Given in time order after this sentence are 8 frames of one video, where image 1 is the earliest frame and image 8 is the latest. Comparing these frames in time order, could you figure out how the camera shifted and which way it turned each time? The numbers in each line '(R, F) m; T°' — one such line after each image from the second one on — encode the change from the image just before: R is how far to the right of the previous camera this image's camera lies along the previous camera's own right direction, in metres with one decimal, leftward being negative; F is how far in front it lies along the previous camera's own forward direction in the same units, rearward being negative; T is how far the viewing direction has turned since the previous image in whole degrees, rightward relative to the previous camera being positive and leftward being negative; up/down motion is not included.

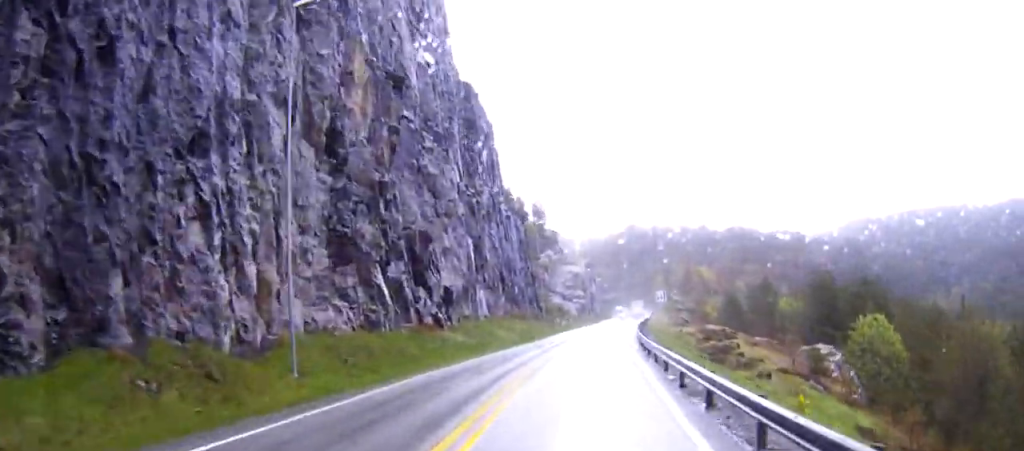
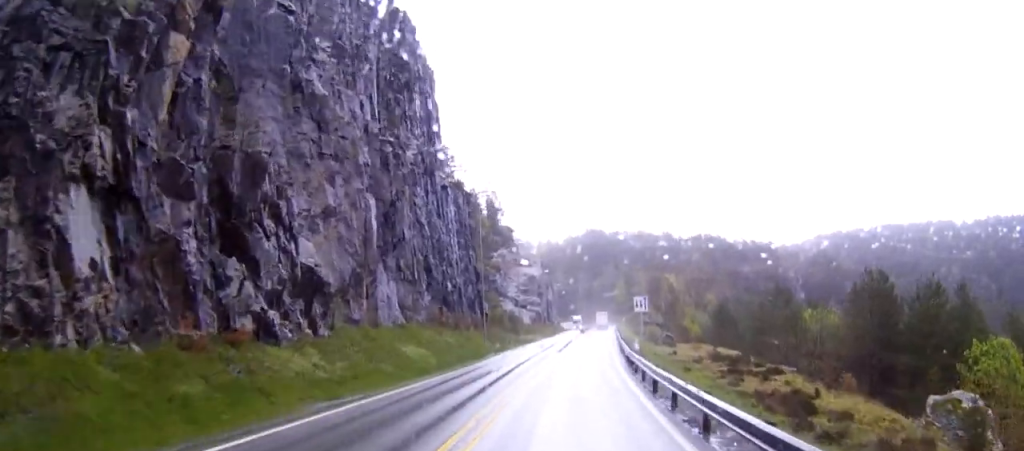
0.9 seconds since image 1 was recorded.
(+0.6, +20.9) m; +2°
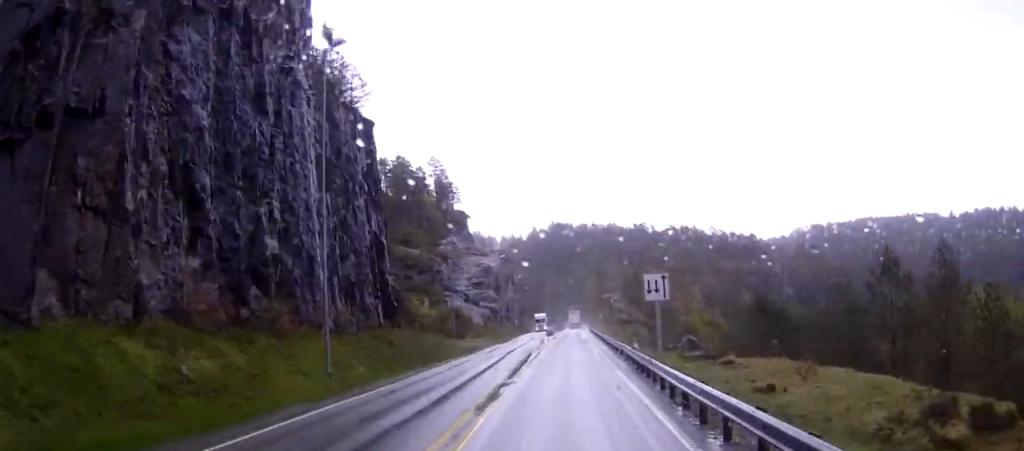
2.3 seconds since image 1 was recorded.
(+0.5, +31.8) m; +2°
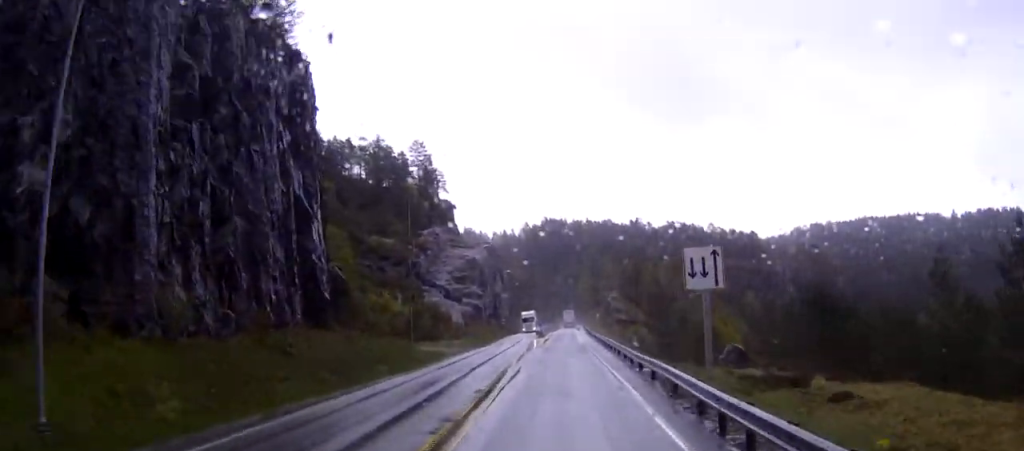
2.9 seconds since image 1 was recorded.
(+0.1, +14.8) m; 0°
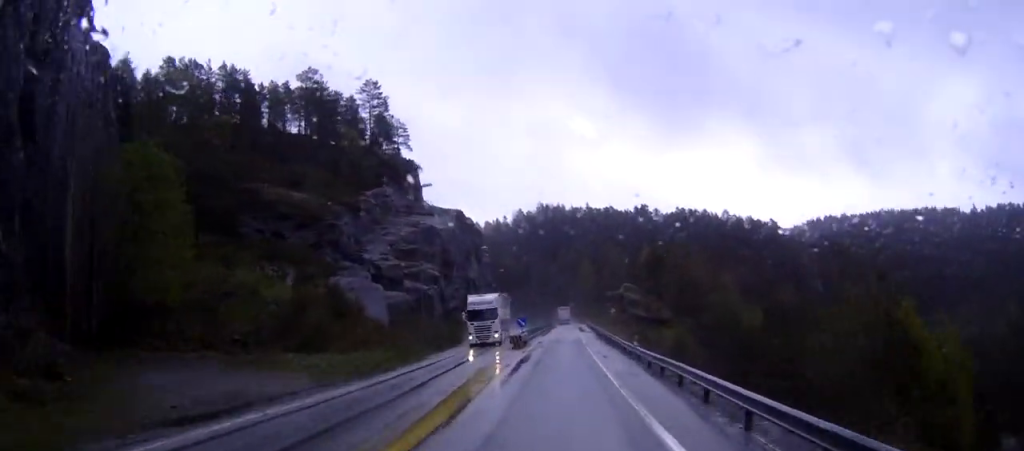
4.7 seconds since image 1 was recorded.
(-0.1, +42.3) m; 0°
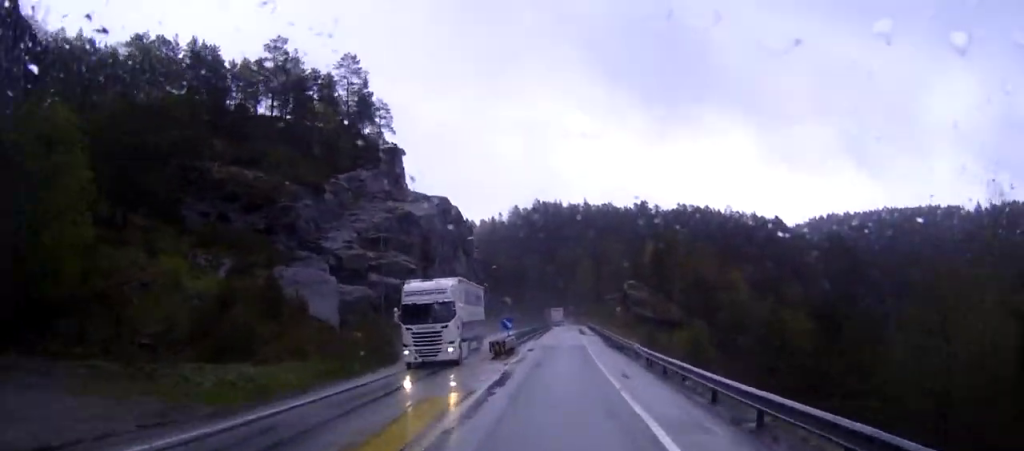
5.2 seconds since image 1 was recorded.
(+0.1, +12.3) m; +1°
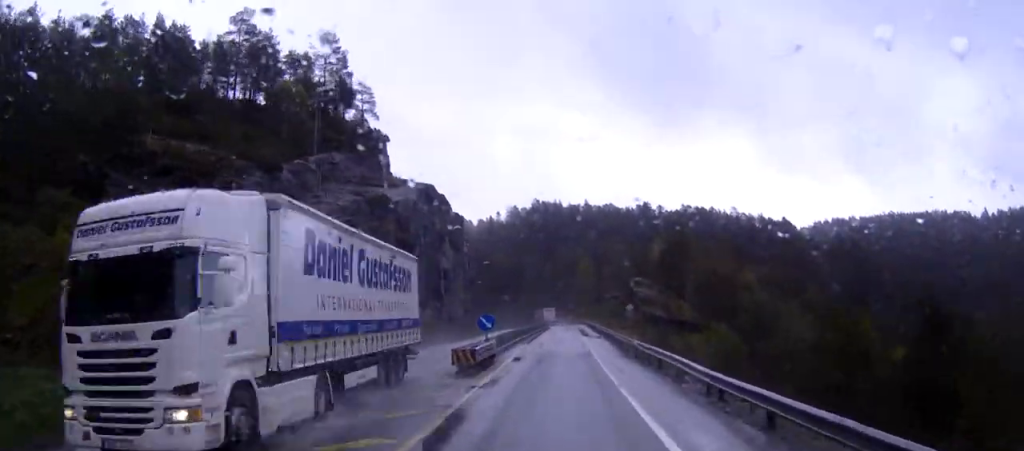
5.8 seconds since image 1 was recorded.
(0.0, +12.3) m; +1°
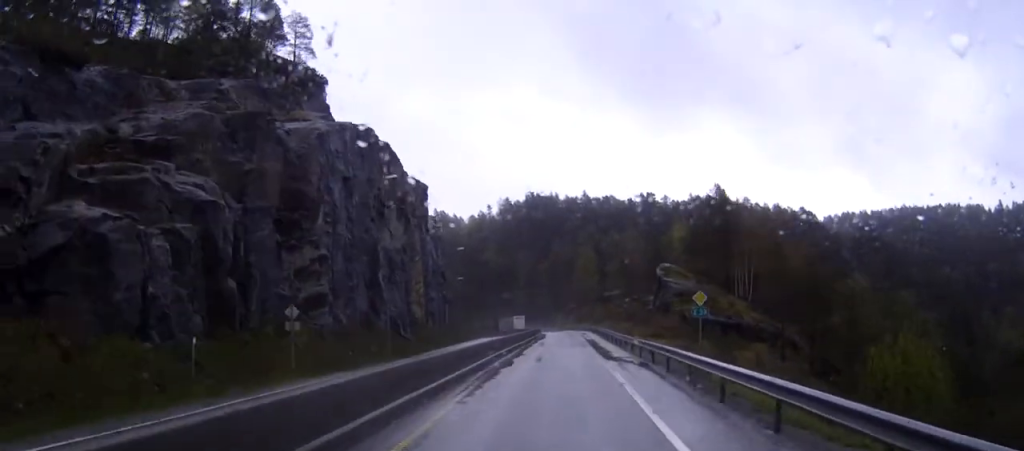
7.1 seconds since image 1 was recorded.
(+0.4, +29.7) m; +1°
